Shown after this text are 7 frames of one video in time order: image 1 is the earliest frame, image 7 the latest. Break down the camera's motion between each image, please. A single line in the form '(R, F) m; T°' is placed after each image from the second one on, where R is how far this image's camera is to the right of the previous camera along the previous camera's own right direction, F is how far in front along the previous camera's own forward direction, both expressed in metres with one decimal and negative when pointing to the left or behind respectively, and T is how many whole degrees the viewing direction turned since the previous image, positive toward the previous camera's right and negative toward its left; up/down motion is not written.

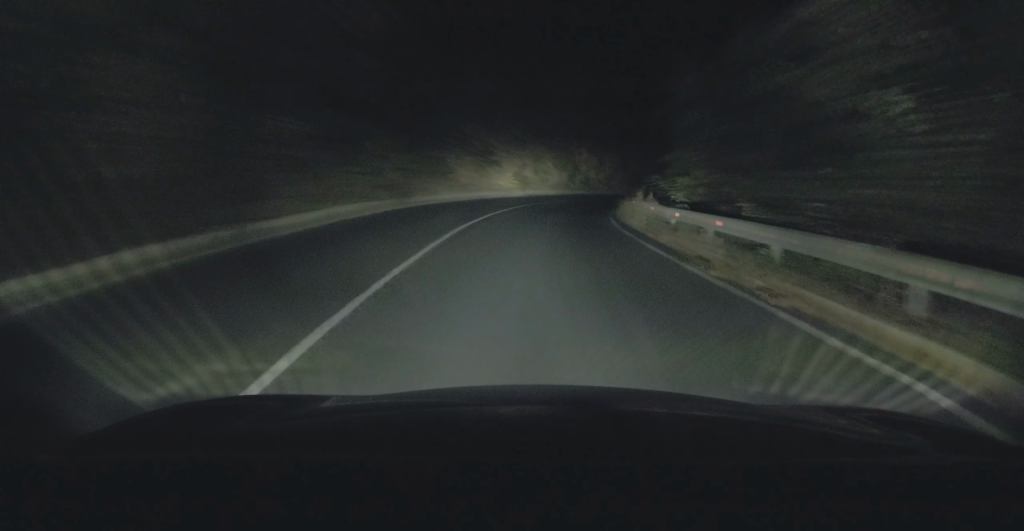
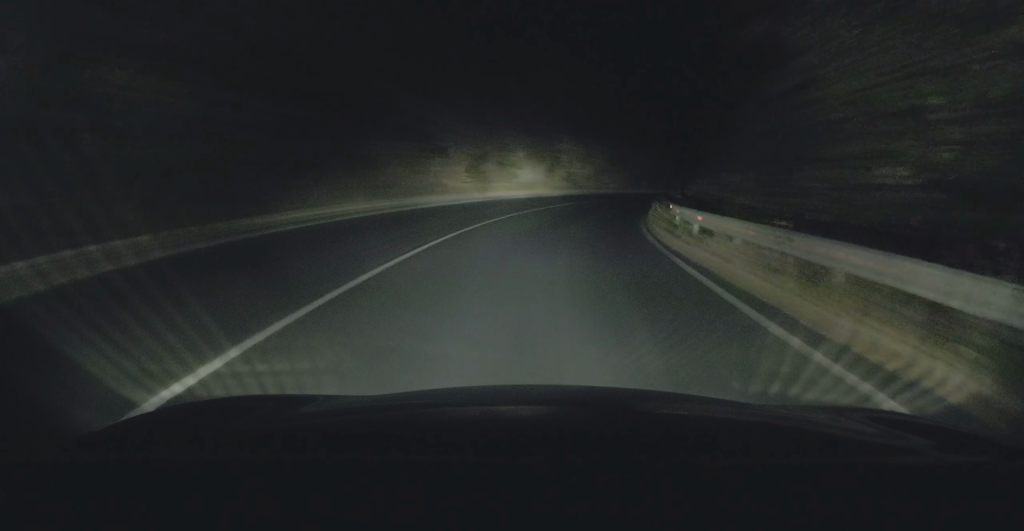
(+0.1, +15.3) m; +3°
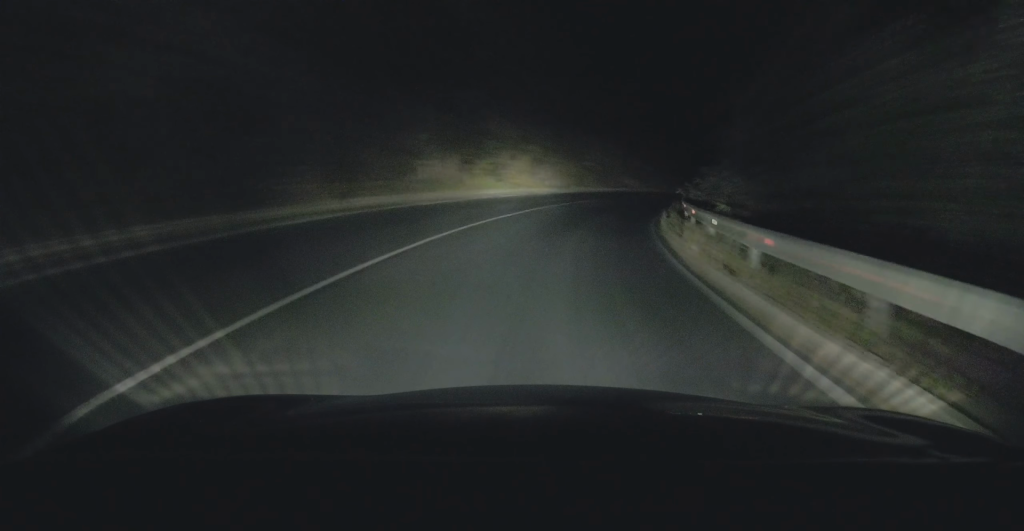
(+0.6, +14.4) m; +6°
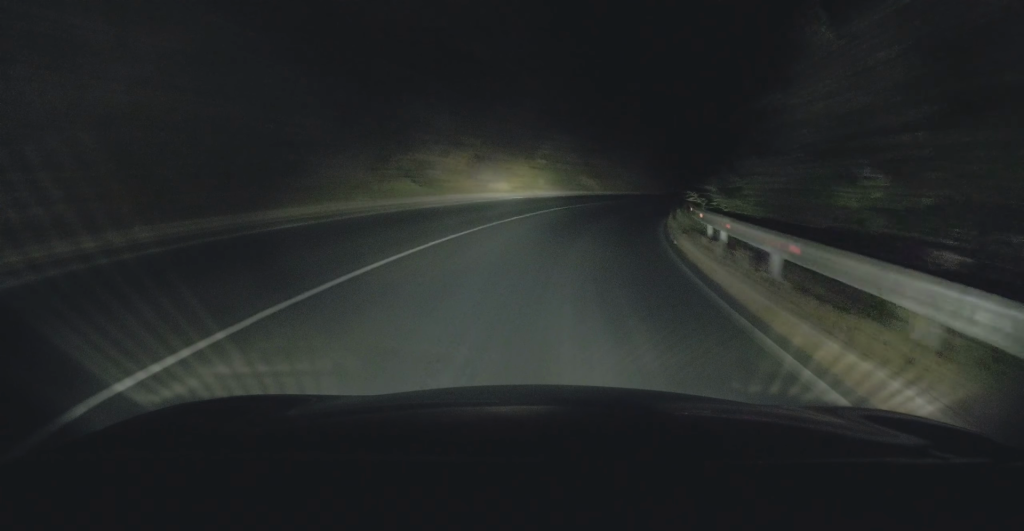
(+0.3, +9.2) m; +5°
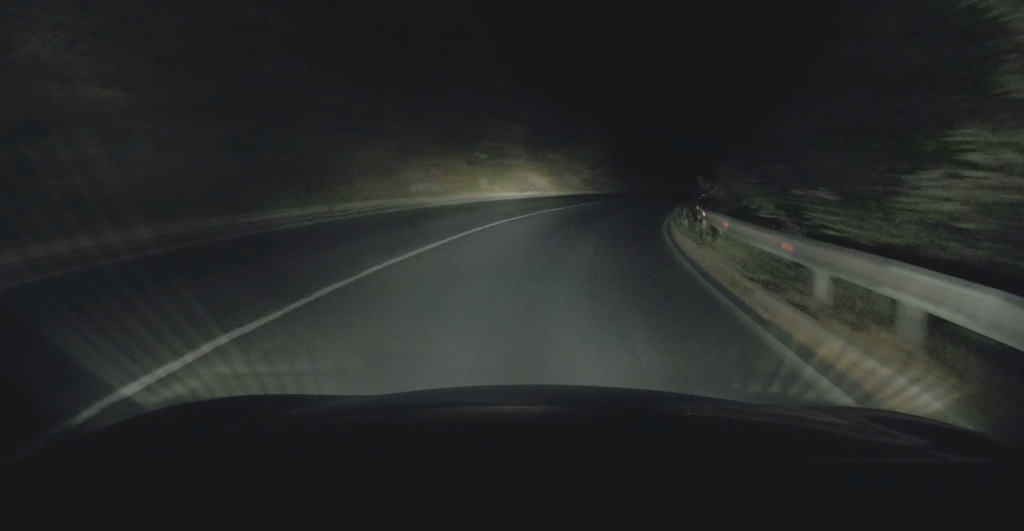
(+0.4, +8.1) m; +5°
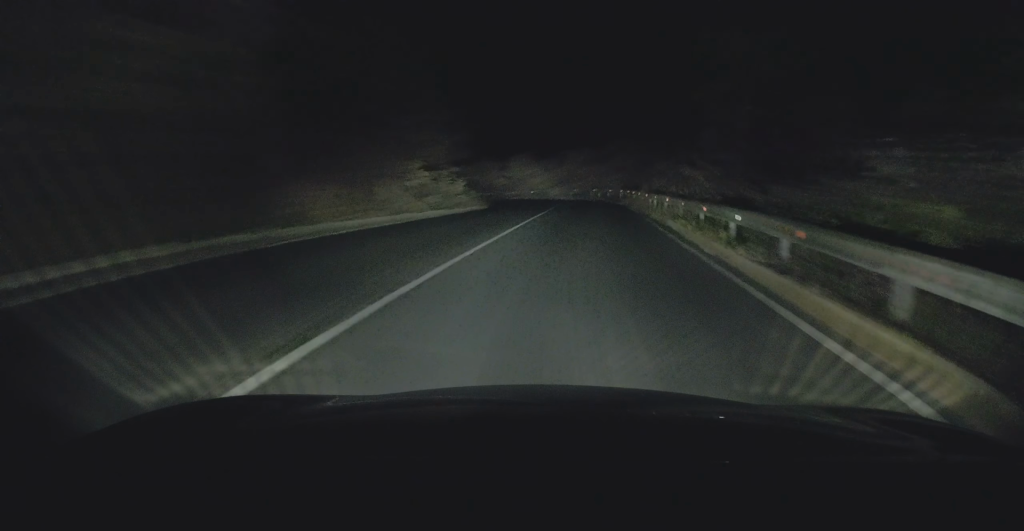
(+3.0, +22.7) m; +14°
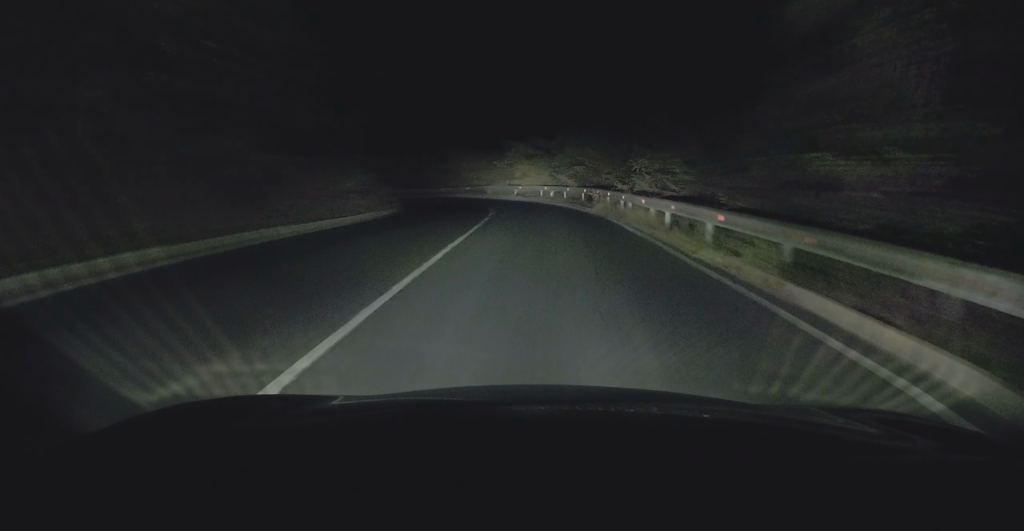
(+0.8, +12.6) m; +5°
